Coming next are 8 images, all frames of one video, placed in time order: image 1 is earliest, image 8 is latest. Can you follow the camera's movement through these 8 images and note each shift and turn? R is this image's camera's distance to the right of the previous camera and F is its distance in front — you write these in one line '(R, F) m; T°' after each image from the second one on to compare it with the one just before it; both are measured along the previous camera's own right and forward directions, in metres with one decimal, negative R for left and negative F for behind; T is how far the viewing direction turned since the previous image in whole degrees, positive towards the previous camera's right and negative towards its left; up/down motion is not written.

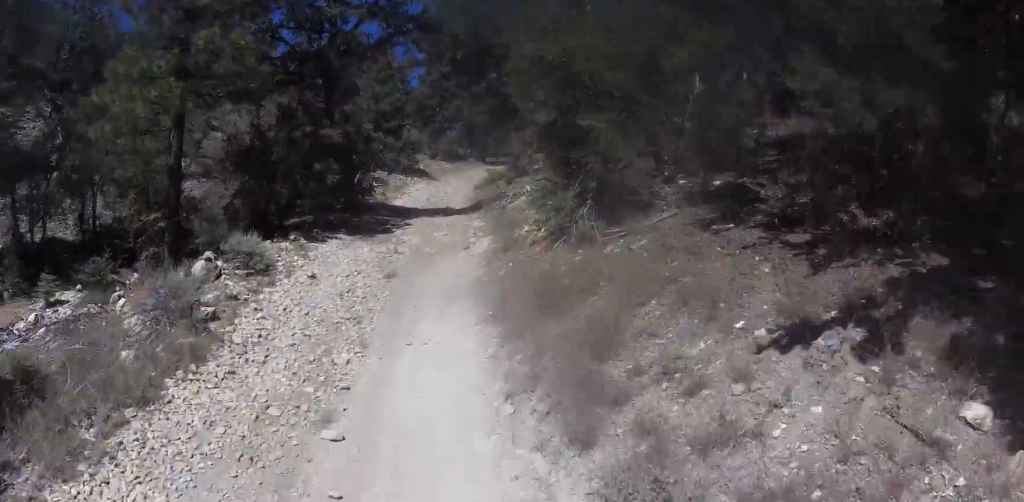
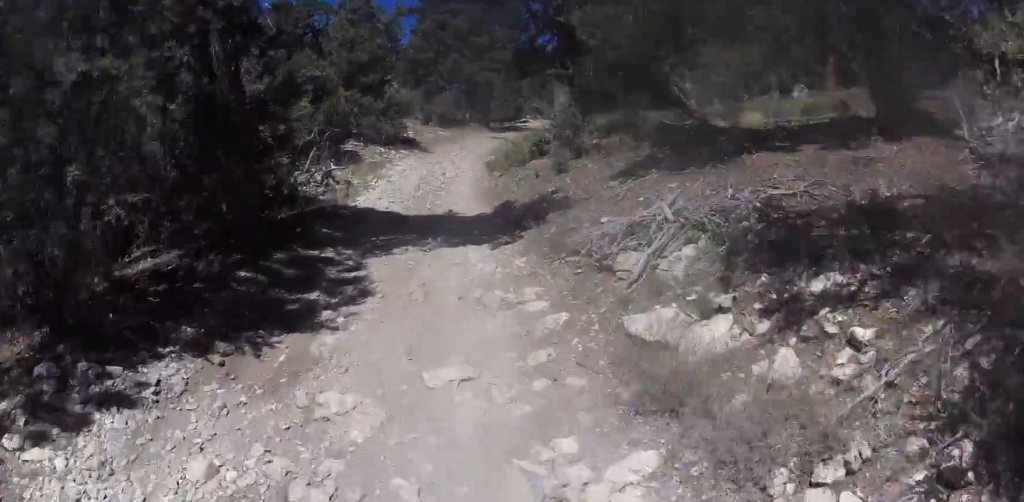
(-0.3, +7.9) m; +4°
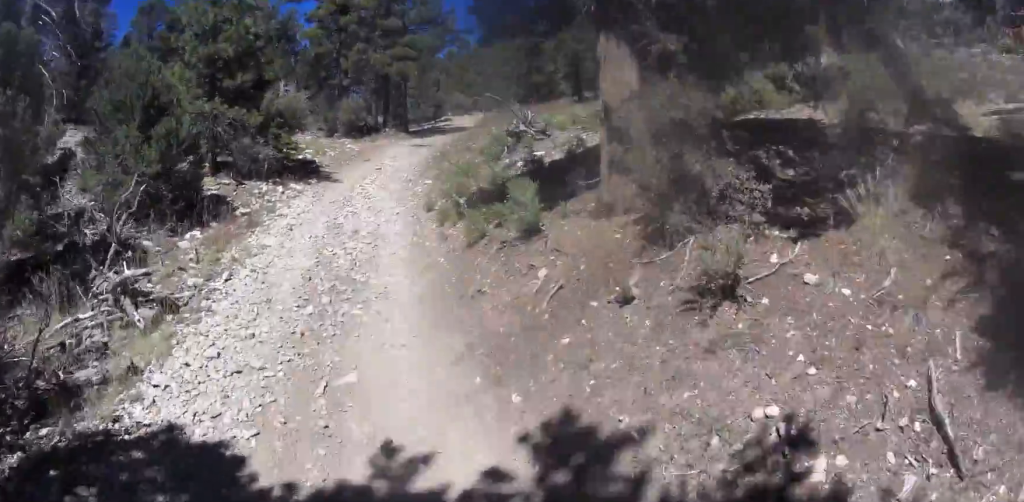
(+1.1, +7.7) m; +6°
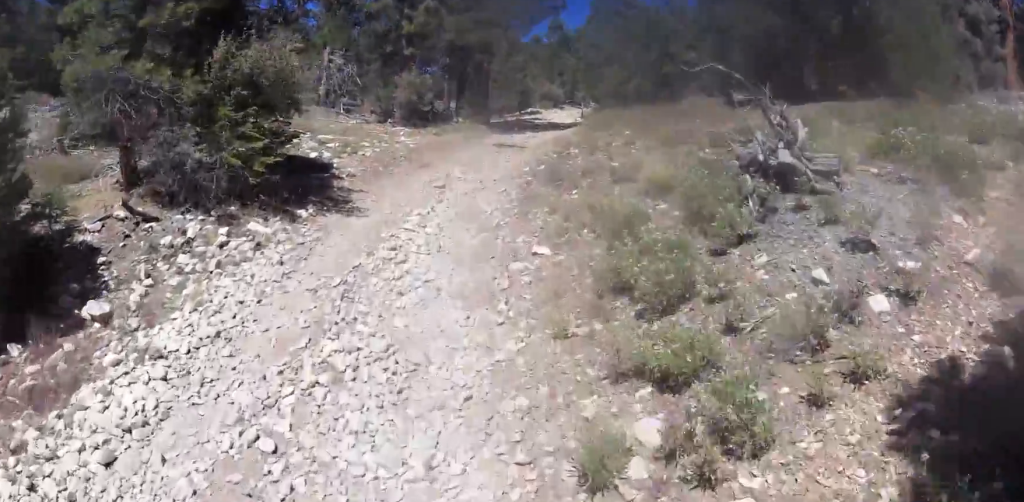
(-1.0, +8.4) m; +1°
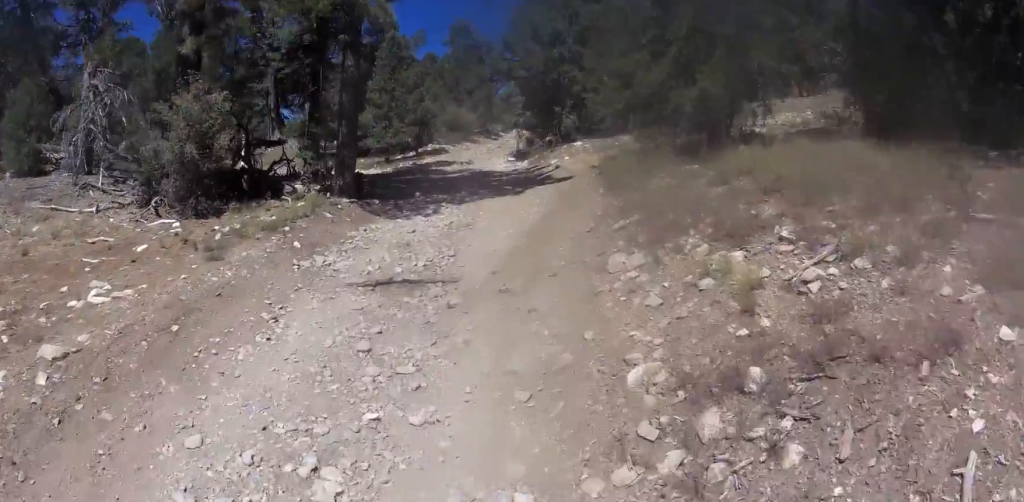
(+2.7, +12.8) m; +13°
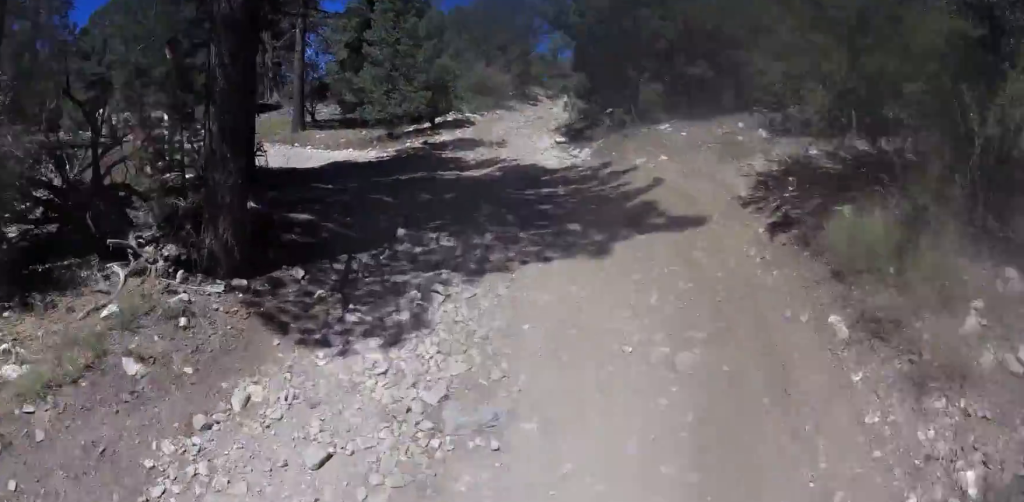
(0.0, +7.0) m; 0°
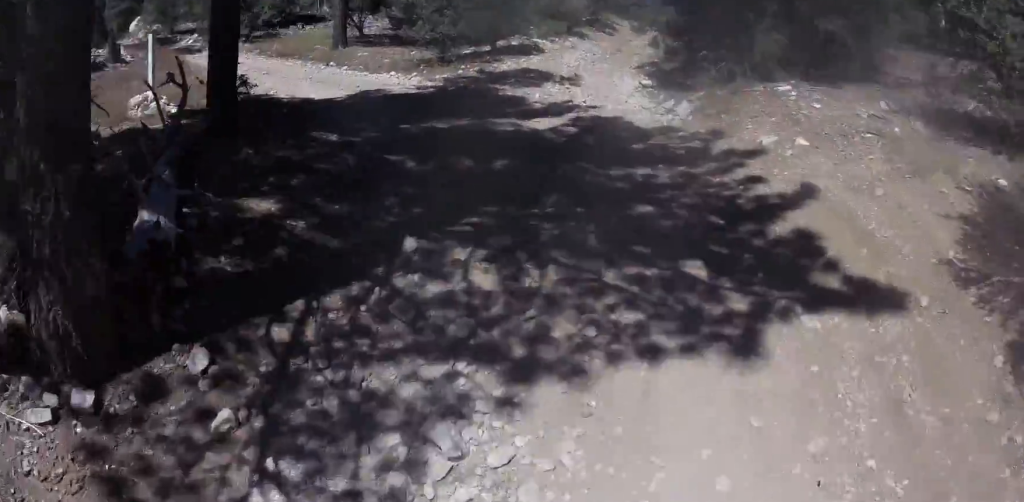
(0.0, +3.0) m; -3°
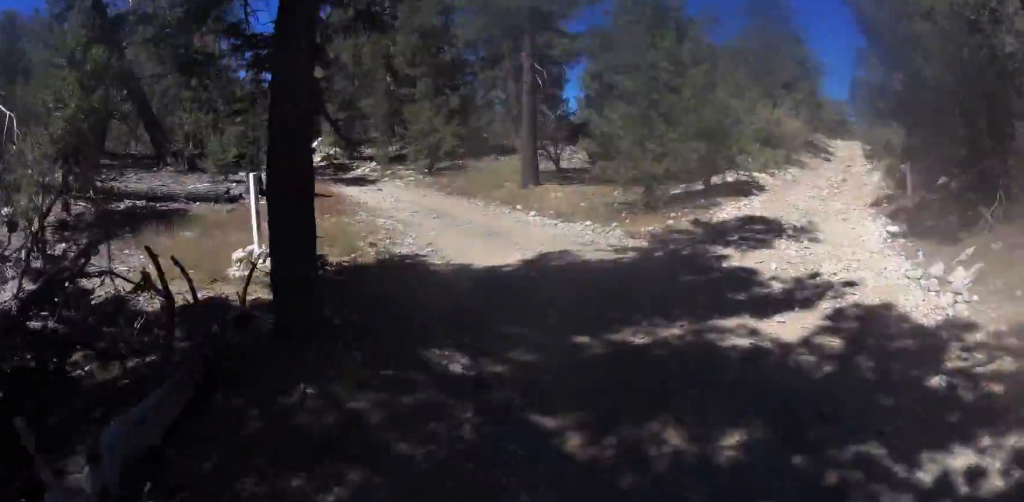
(+0.1, +3.0) m; -7°
